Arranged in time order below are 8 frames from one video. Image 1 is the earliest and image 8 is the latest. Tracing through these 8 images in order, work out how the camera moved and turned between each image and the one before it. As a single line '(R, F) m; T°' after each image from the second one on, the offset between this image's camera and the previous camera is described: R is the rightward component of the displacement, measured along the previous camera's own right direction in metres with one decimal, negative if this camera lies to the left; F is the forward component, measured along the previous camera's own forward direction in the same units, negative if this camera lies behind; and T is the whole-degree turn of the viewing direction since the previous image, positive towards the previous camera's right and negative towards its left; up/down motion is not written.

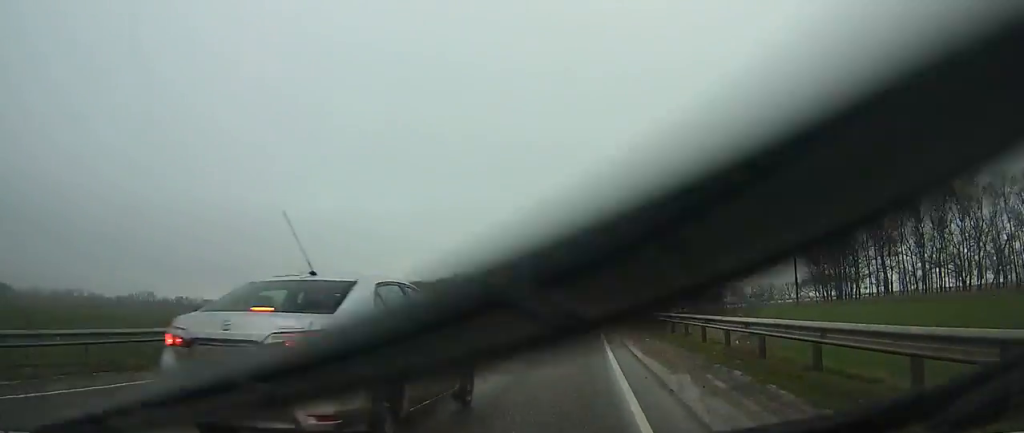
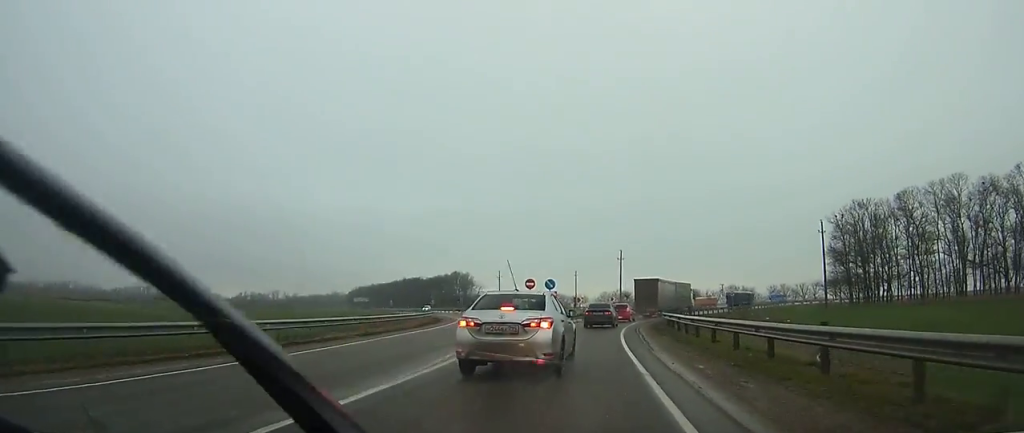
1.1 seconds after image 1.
(-0.1, +11.7) m; +1°
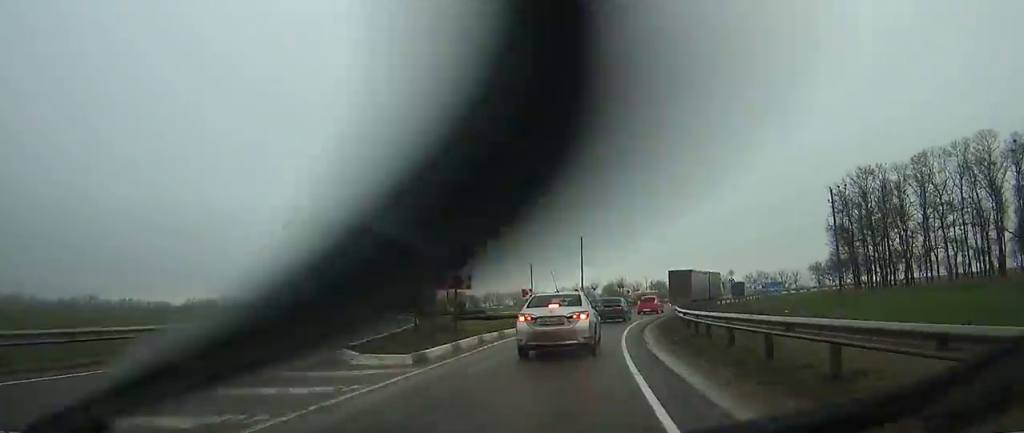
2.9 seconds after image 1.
(+0.5, +19.0) m; +4°
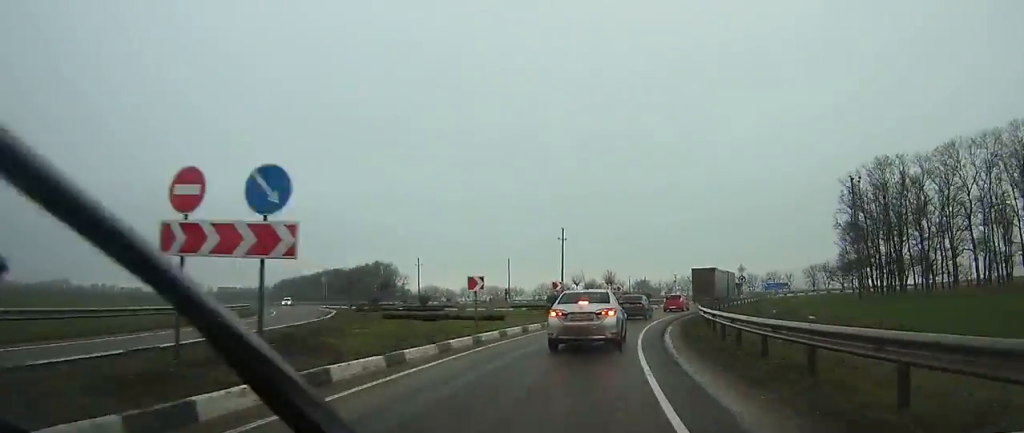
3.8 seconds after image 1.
(+0.2, +10.6) m; +3°
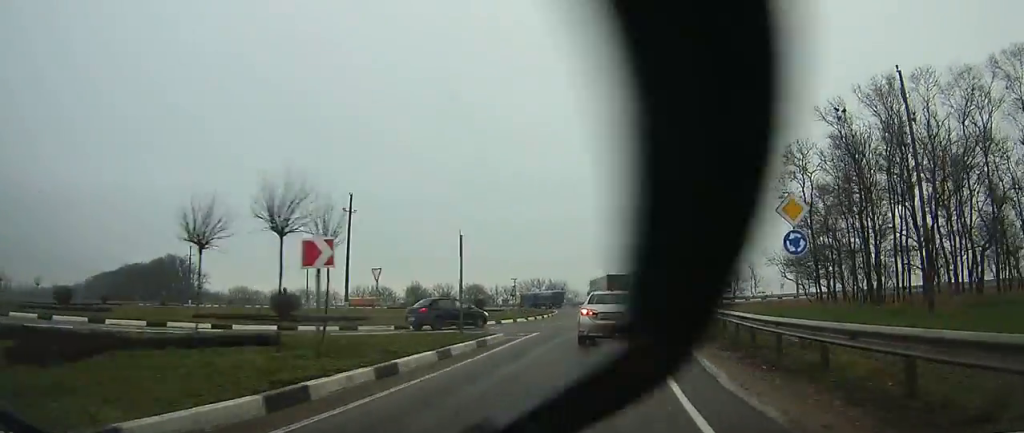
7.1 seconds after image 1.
(+4.6, +38.7) m; +14°
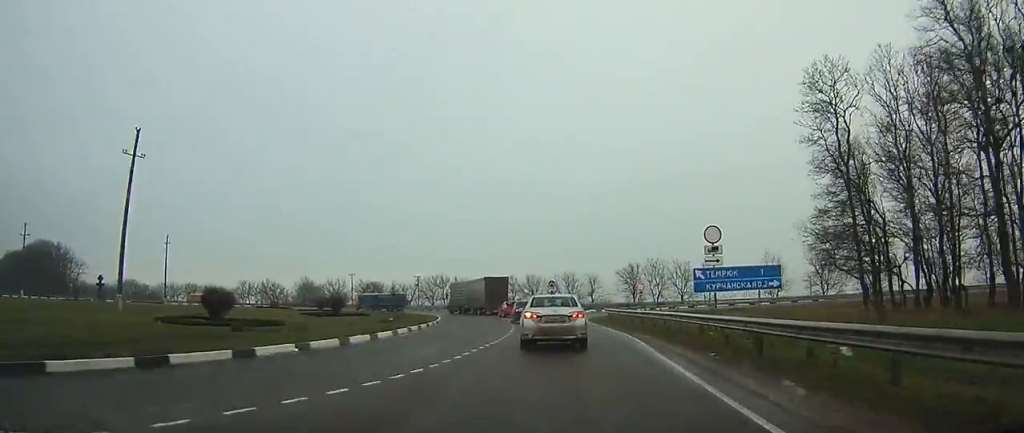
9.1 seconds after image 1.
(+1.7, +25.8) m; +4°
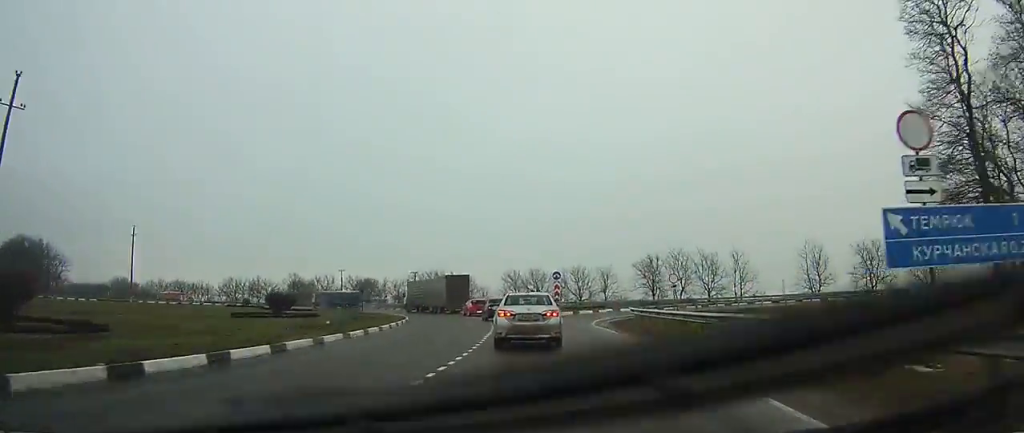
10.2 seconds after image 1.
(-0.1, +13.6) m; -2°
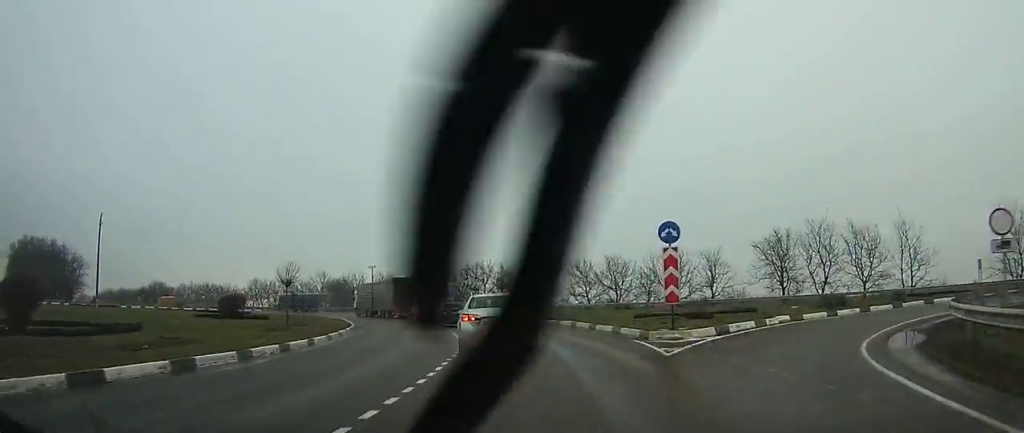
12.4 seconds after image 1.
(-1.2, +27.9) m; -8°
